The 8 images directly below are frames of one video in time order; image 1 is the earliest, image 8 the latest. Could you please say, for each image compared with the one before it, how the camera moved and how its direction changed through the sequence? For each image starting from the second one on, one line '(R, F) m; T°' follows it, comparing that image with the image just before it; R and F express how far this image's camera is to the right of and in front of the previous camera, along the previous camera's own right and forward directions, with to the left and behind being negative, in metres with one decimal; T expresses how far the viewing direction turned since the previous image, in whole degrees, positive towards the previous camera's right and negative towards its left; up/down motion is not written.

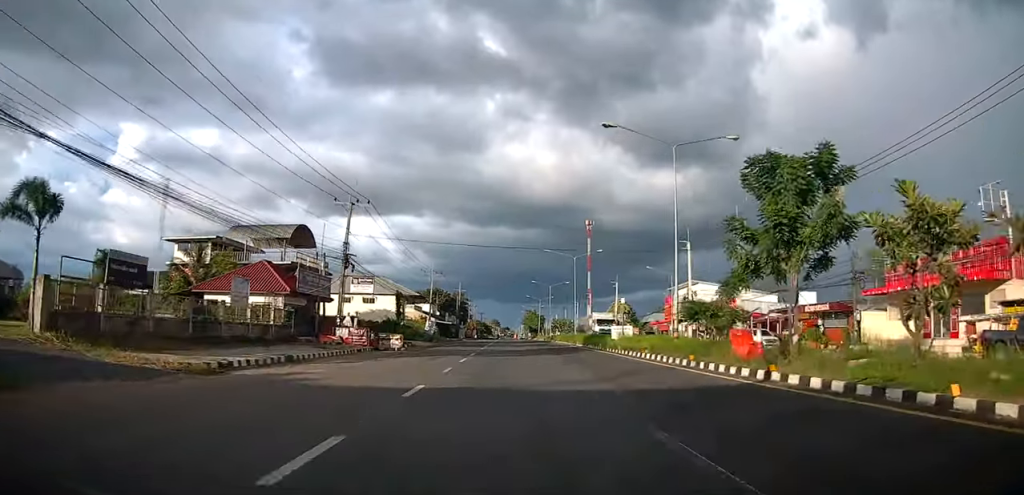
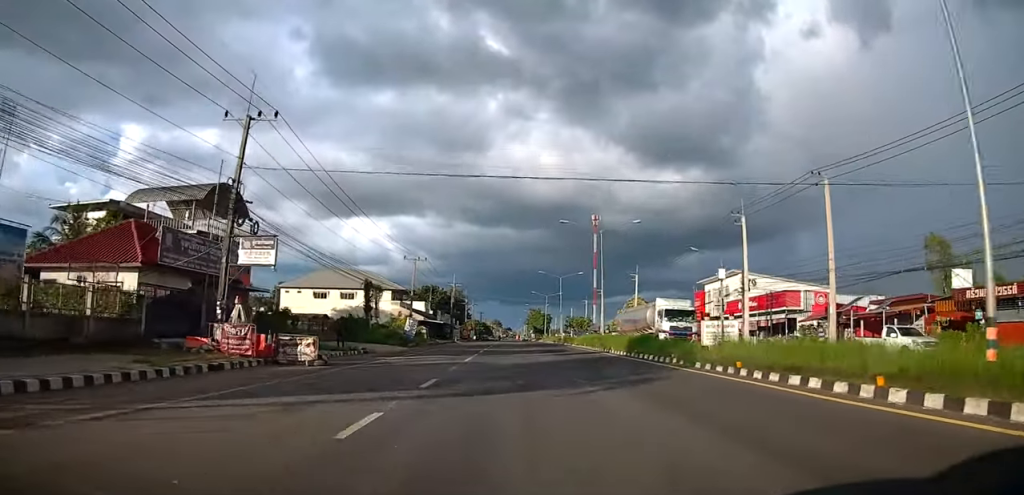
(0.0, +16.2) m; -1°
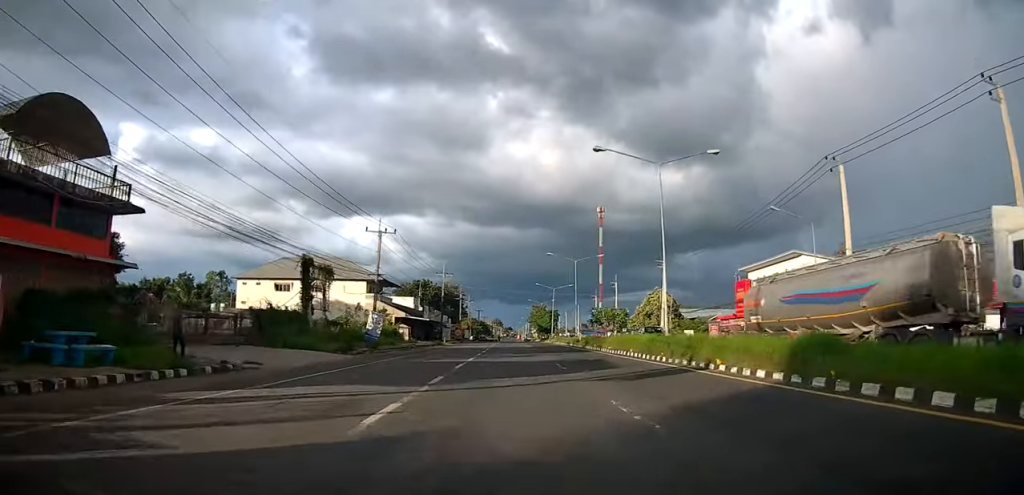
(0.0, +16.9) m; -2°
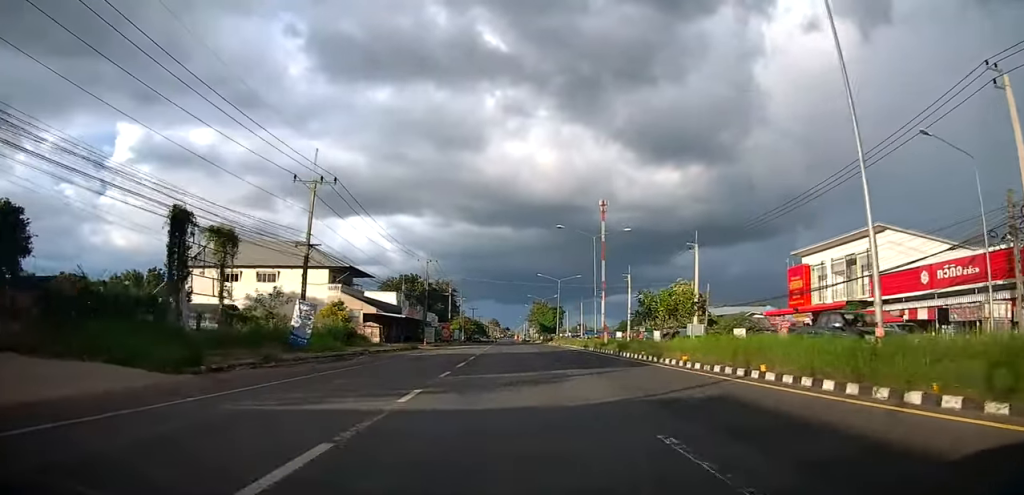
(-0.6, +15.3) m; 0°
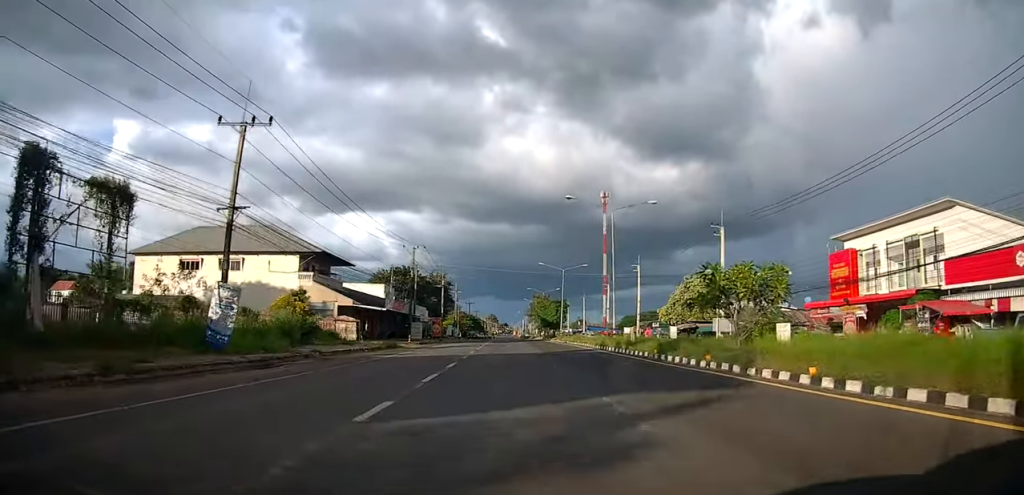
(0.0, +8.5) m; 0°
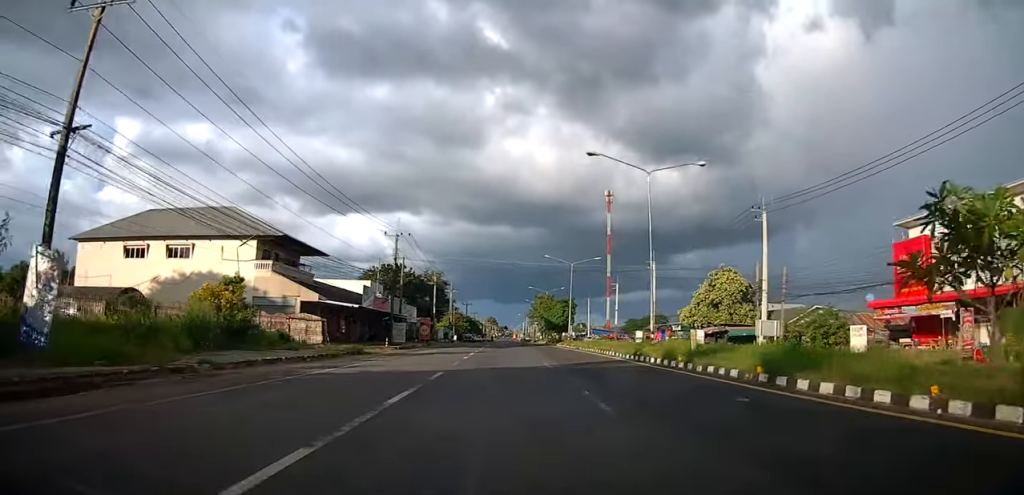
(+0.3, +9.6) m; +1°
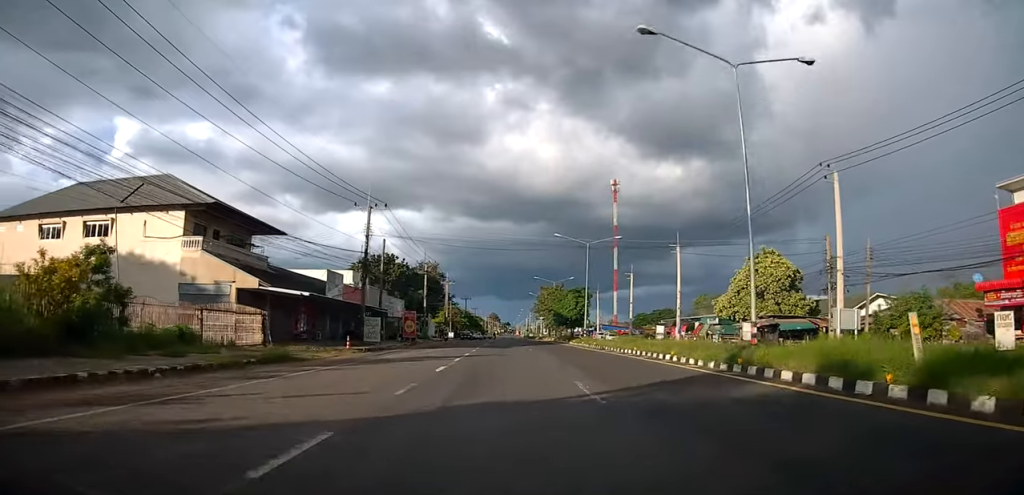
(+0.1, +10.9) m; +1°
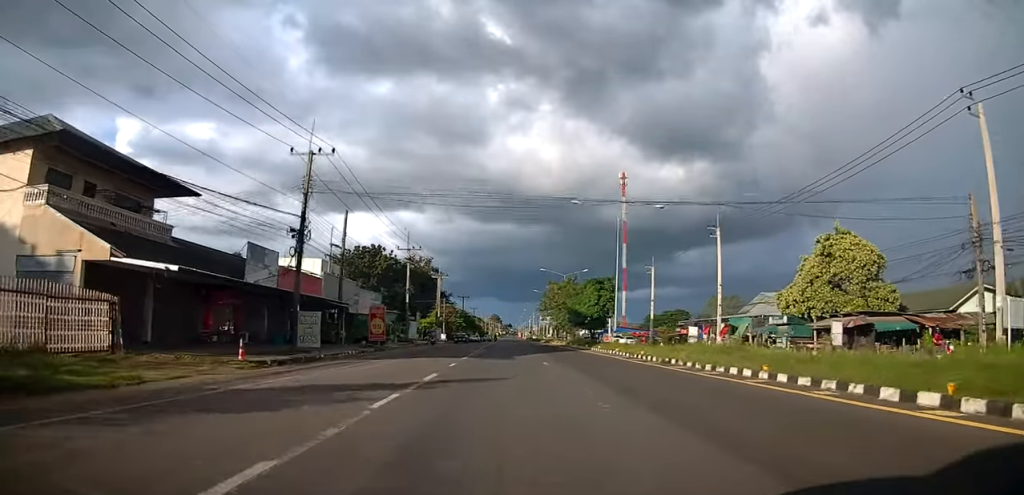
(0.0, +13.4) m; 0°
